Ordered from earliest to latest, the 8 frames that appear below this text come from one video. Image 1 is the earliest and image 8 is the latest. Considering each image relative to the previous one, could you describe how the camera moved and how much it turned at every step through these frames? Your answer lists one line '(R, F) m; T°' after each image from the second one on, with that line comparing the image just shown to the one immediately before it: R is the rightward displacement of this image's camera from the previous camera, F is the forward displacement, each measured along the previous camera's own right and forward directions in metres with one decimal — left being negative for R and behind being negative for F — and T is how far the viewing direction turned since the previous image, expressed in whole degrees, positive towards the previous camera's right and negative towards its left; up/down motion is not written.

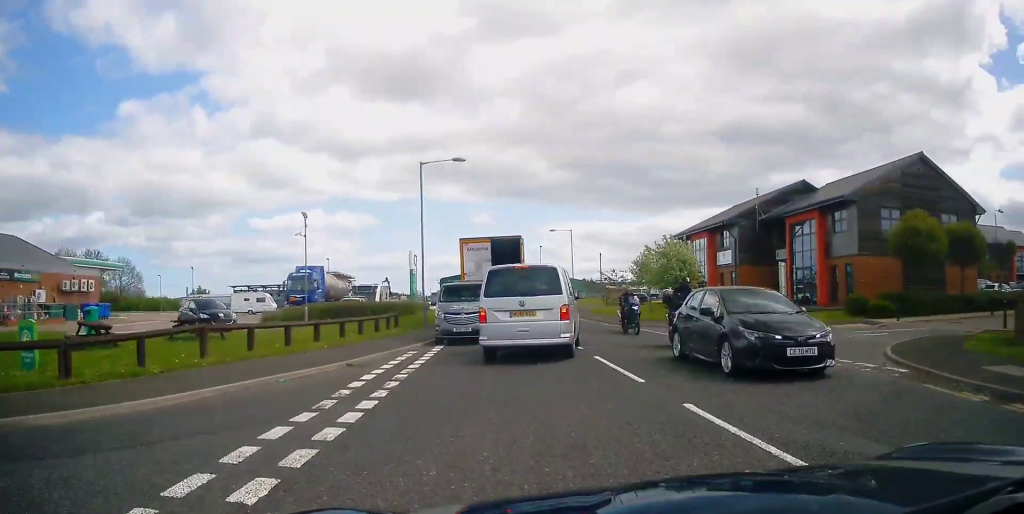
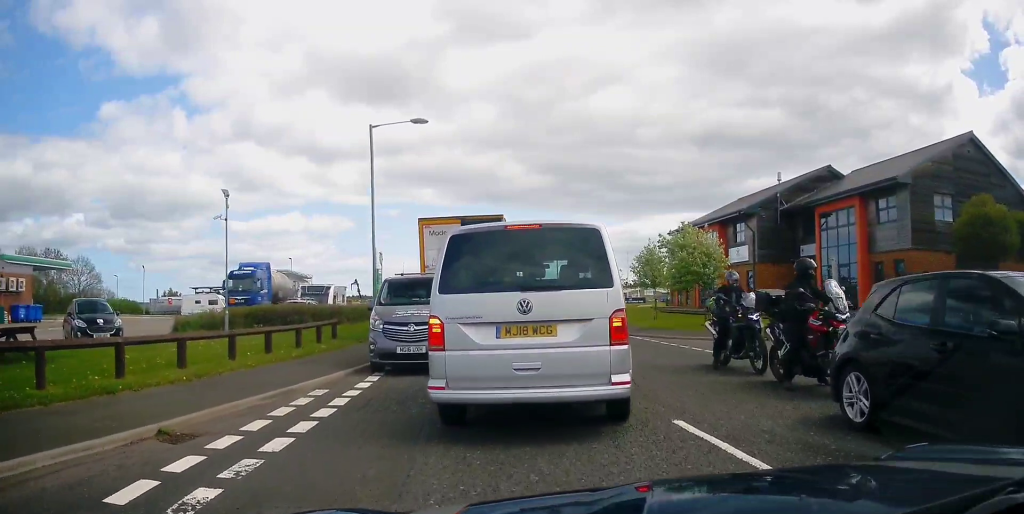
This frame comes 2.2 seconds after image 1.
(0.0, +6.8) m; 0°
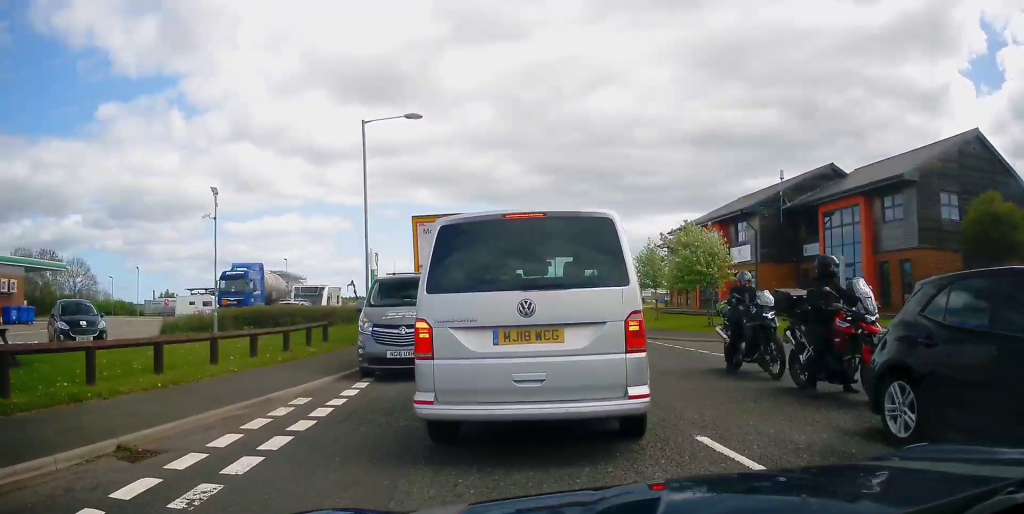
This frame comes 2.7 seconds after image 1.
(0.0, +0.9) m; +1°
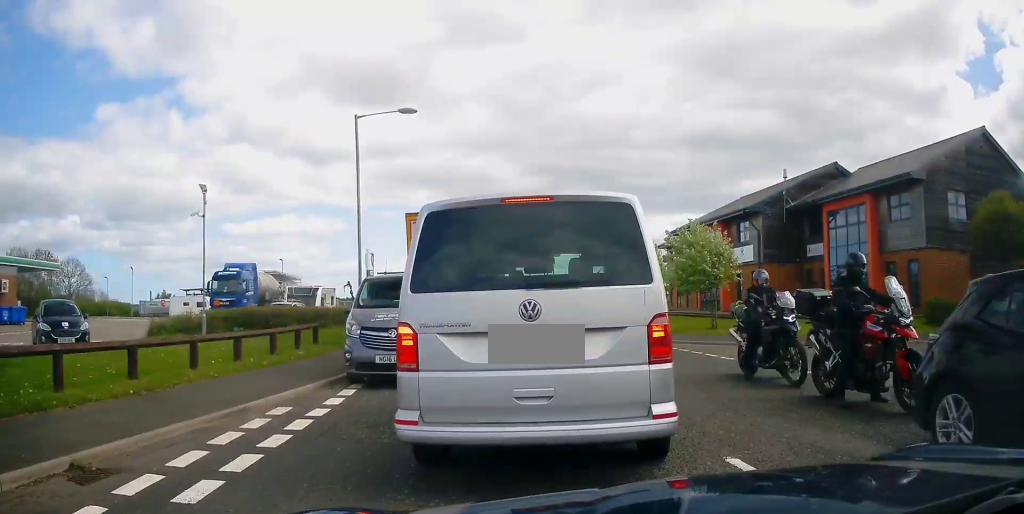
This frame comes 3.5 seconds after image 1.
(+0.1, +0.8) m; 0°
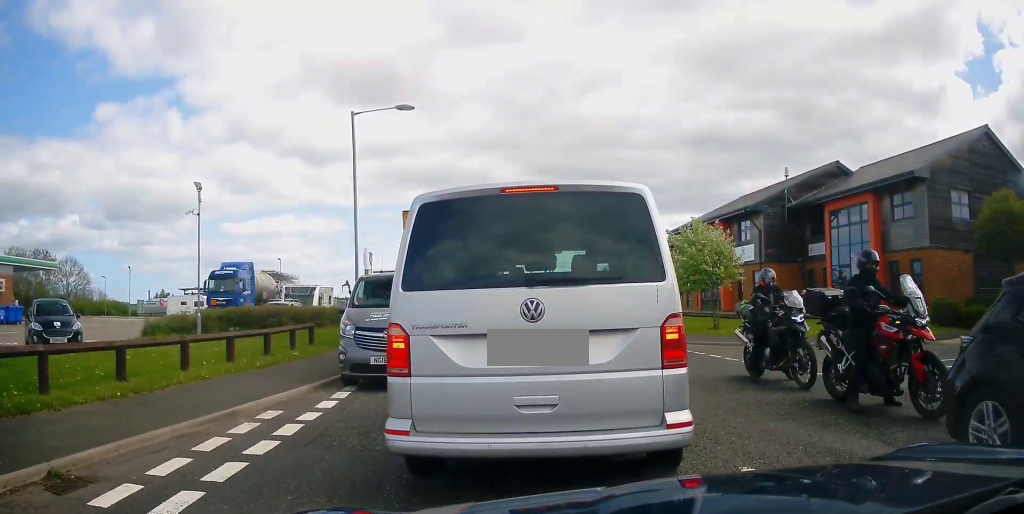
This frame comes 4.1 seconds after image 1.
(+0.1, +0.2) m; 0°
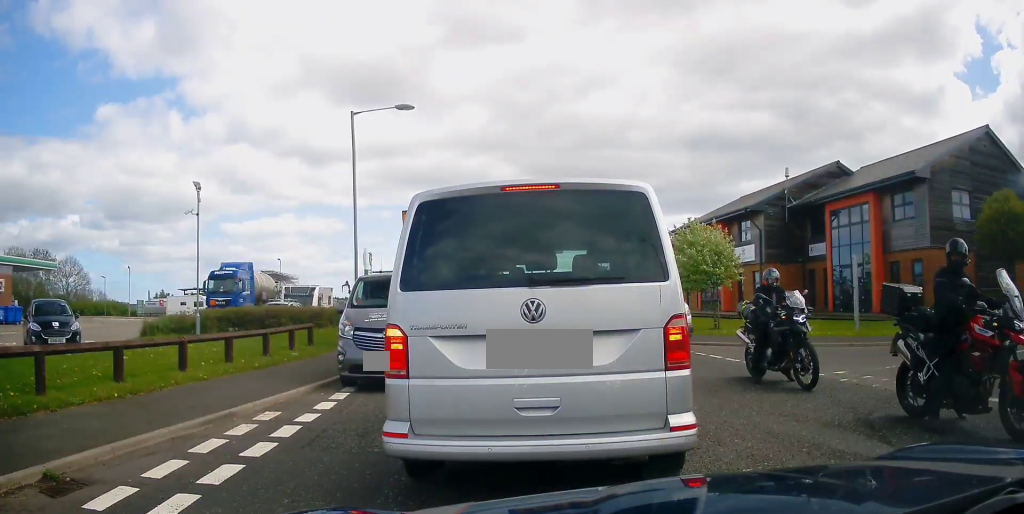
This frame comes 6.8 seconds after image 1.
(0.0, +0.4) m; 0°
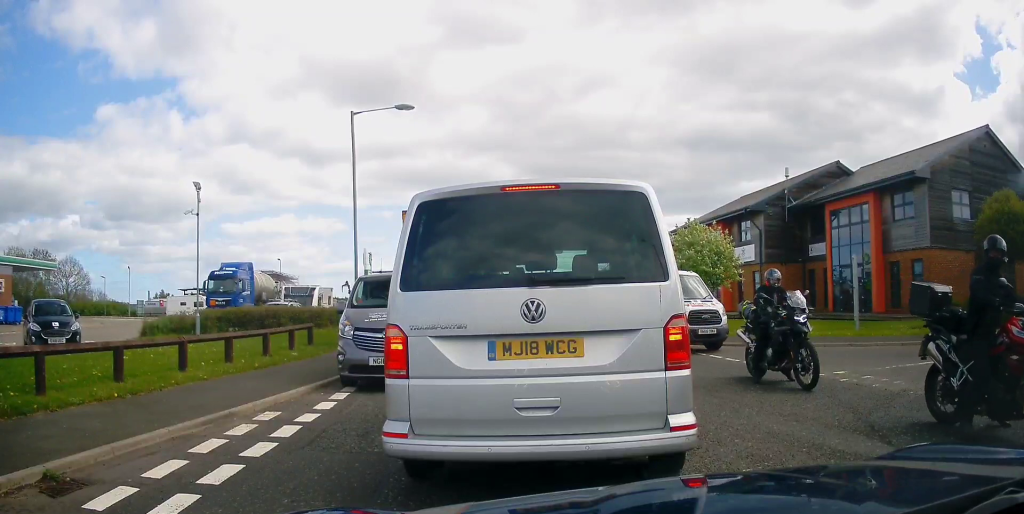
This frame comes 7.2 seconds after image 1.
(0.0, 0.0) m; 0°
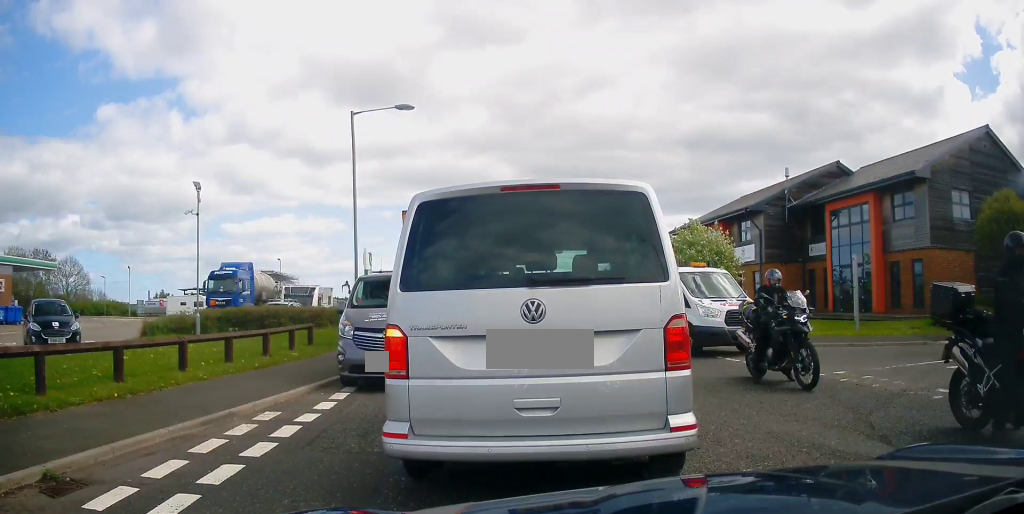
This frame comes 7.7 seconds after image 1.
(0.0, 0.0) m; 0°
